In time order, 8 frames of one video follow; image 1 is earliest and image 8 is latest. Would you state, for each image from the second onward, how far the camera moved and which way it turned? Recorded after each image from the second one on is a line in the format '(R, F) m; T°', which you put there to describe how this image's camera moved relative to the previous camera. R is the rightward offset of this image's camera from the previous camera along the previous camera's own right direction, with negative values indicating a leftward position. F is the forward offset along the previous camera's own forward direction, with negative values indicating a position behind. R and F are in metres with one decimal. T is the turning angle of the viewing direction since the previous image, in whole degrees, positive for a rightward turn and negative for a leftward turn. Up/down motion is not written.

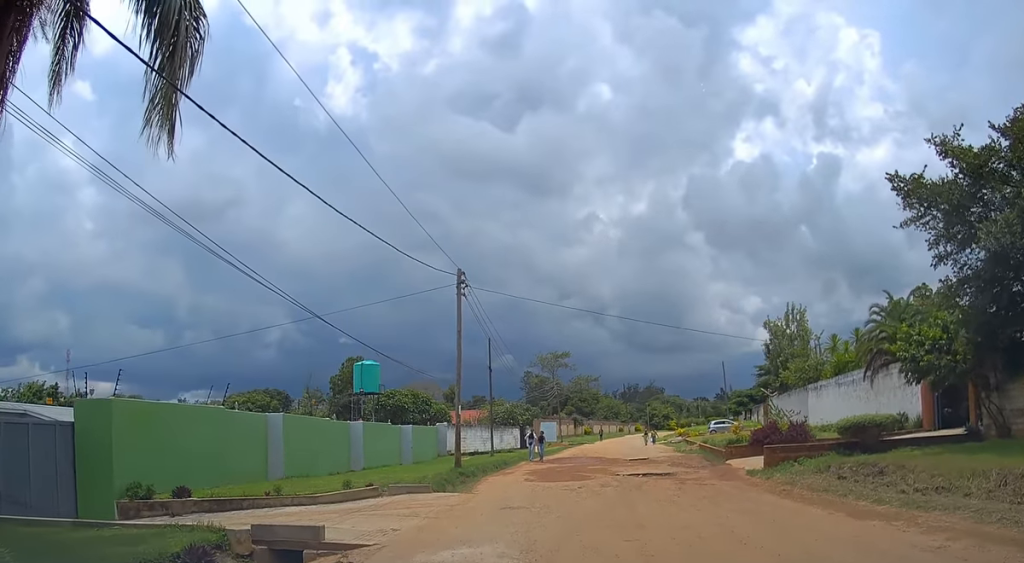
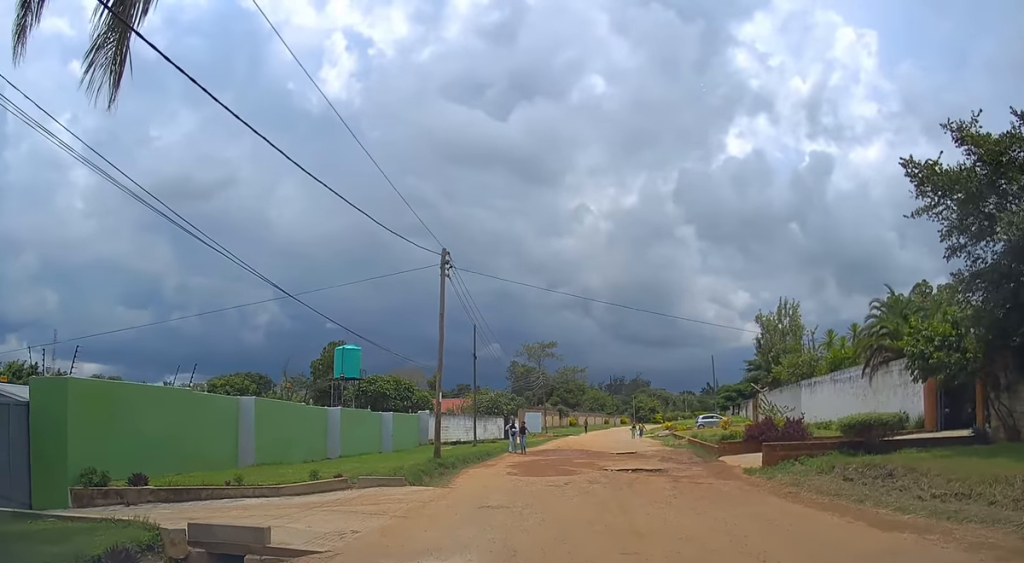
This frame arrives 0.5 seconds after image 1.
(0.0, +1.1) m; +2°
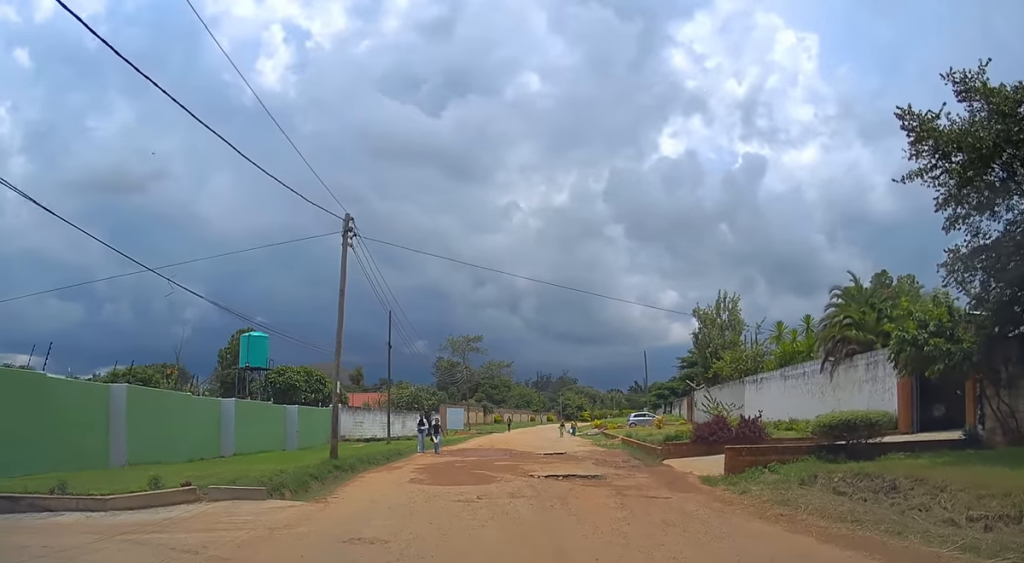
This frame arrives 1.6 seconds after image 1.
(+0.1, +3.1) m; +1°
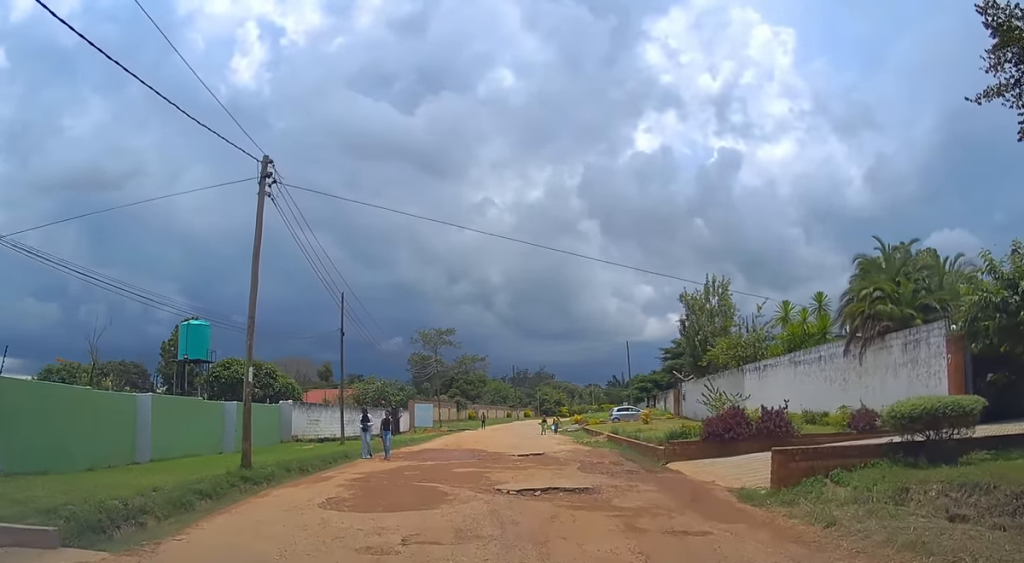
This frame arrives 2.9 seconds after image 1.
(0.0, +4.6) m; +3°
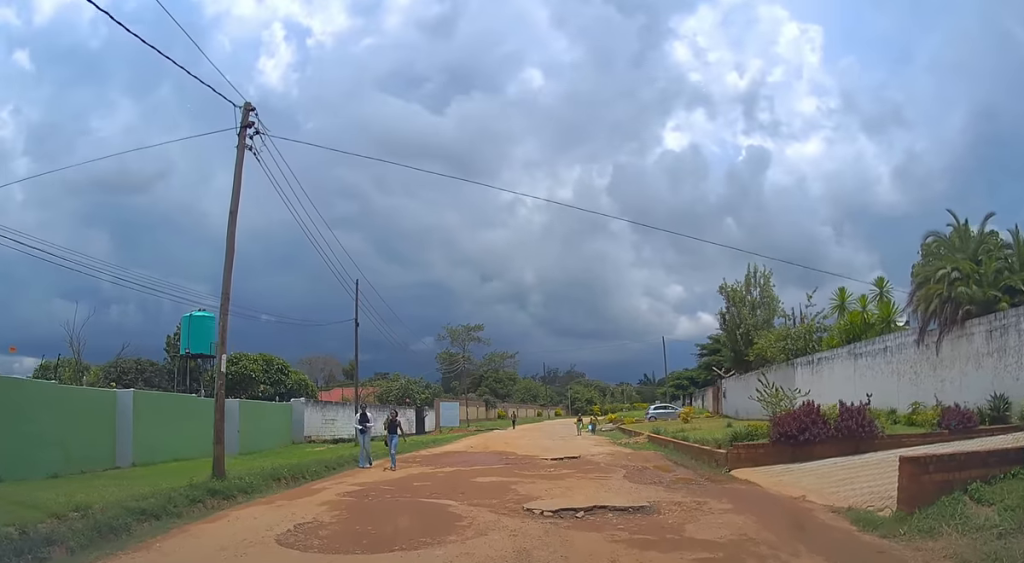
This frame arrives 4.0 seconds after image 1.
(+0.1, +3.5) m; +2°
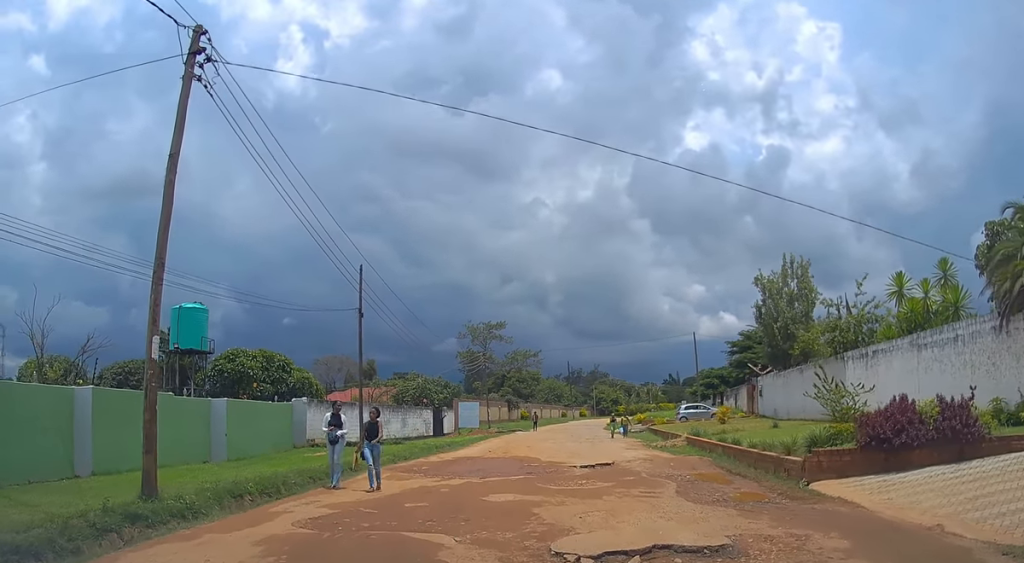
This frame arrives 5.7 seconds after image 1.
(0.0, +3.8) m; -5°
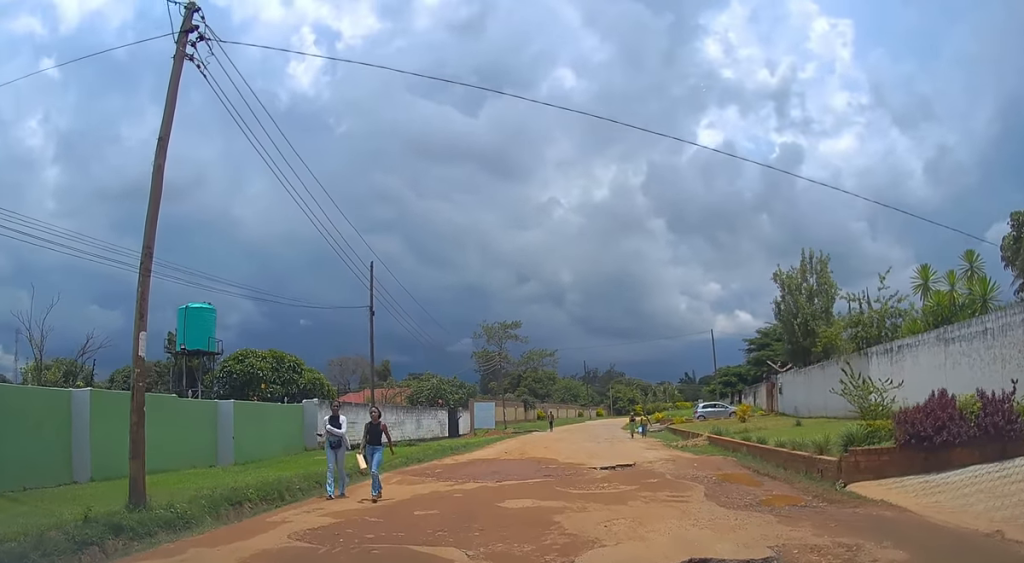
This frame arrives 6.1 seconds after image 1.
(-0.1, +0.9) m; -3°
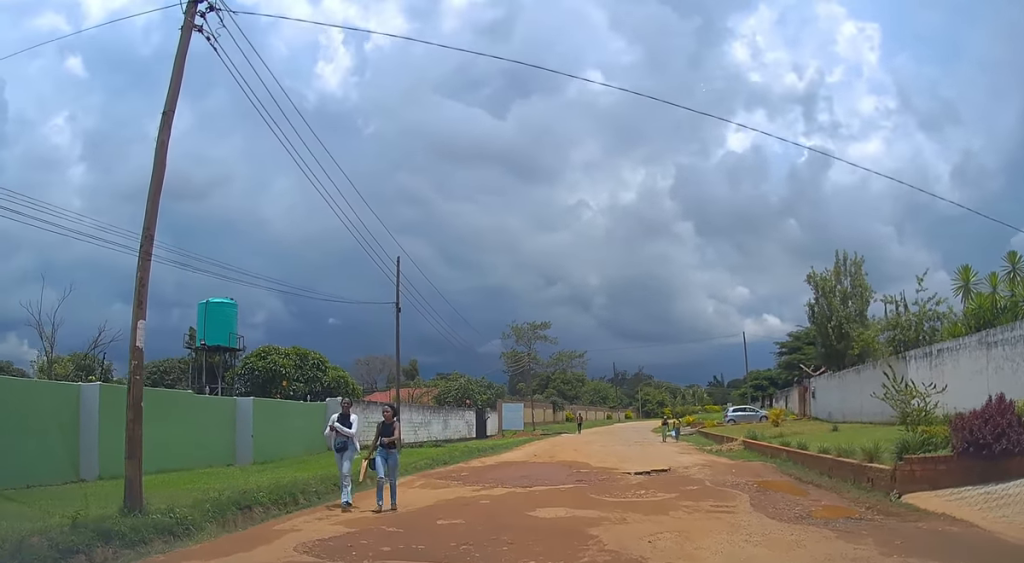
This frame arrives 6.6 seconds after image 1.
(0.0, +0.9) m; -3°
